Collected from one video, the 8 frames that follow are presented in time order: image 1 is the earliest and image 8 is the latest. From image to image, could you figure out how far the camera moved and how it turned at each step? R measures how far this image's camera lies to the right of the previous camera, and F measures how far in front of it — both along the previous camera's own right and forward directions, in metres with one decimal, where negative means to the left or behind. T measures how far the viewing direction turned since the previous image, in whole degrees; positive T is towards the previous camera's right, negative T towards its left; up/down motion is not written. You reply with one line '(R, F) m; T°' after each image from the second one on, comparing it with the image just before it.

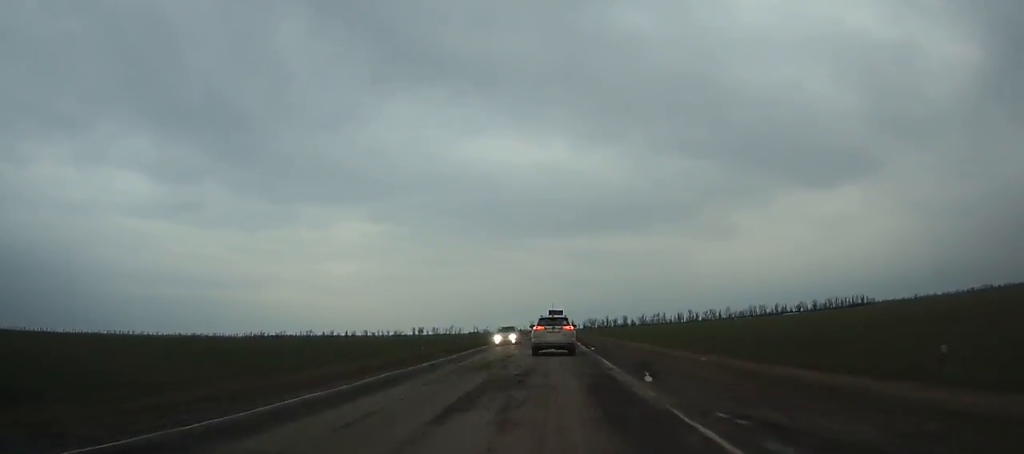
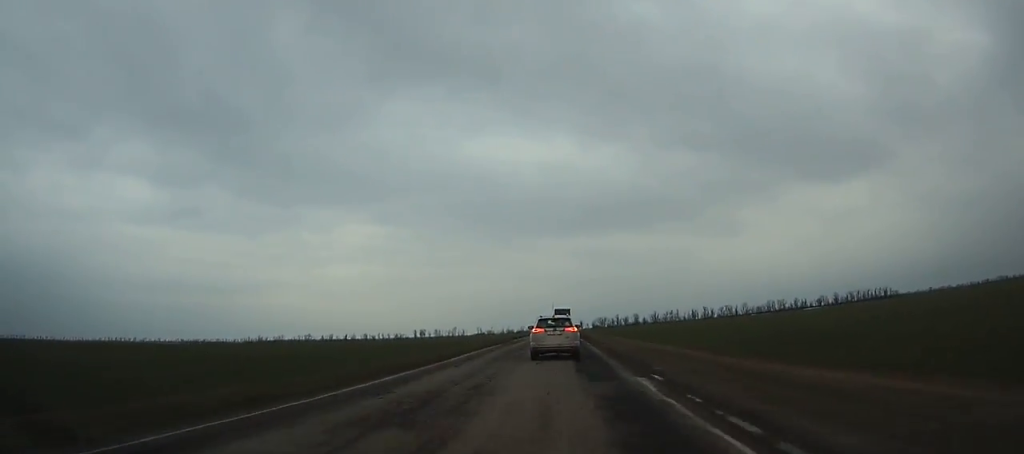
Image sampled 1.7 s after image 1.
(+0.2, +30.0) m; 0°
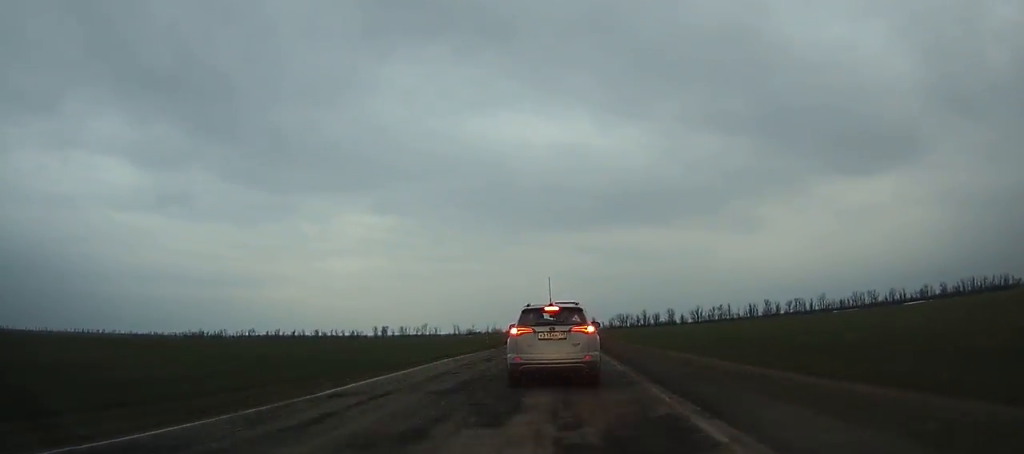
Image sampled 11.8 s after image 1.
(-1.6, +146.7) m; -1°
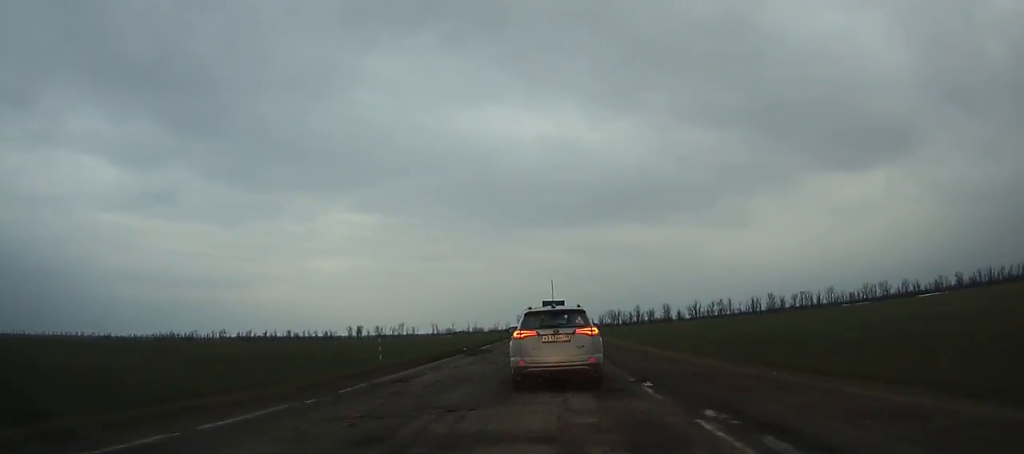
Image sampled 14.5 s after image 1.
(0.0, +31.6) m; 0°
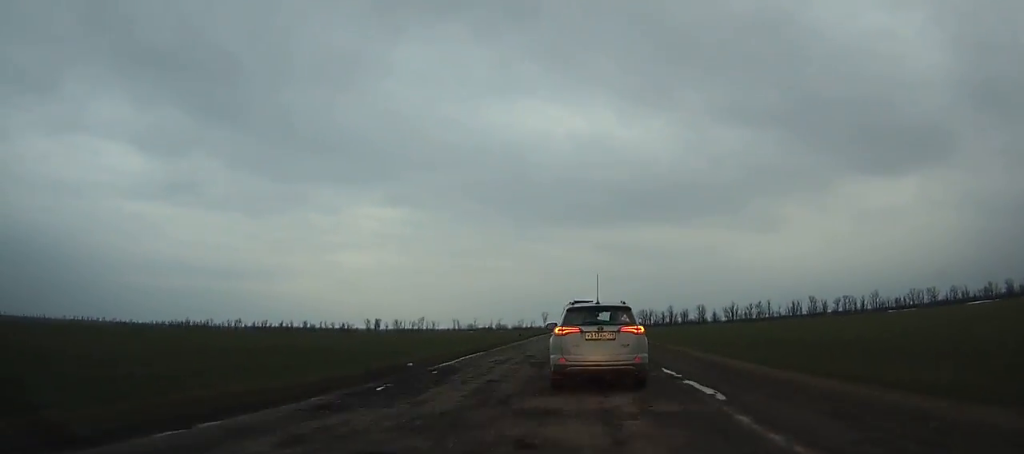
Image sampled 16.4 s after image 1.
(-0.1, +21.2) m; 0°
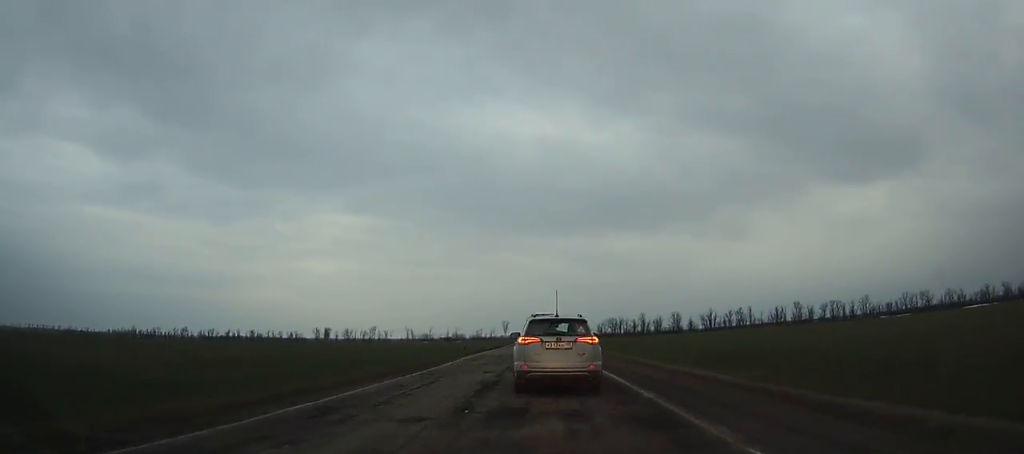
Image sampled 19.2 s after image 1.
(+0.2, +30.7) m; 0°
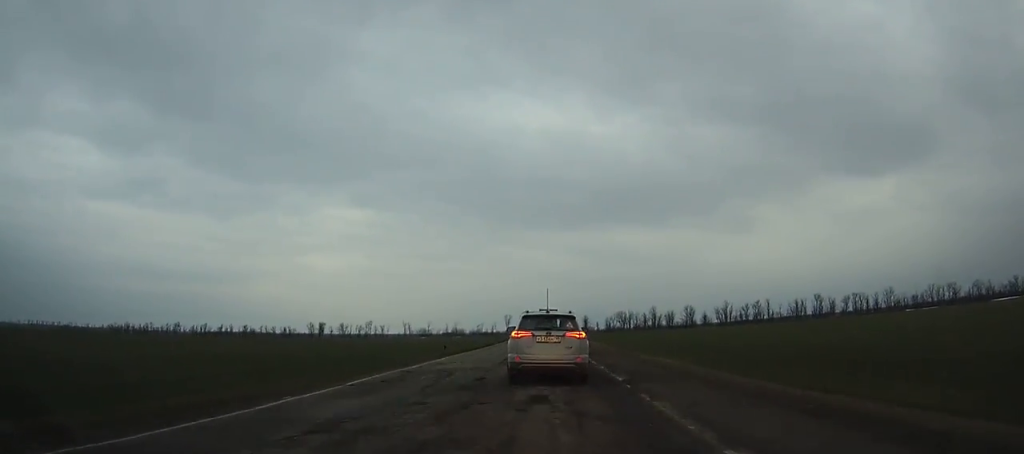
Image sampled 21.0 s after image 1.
(0.0, +20.3) m; 0°
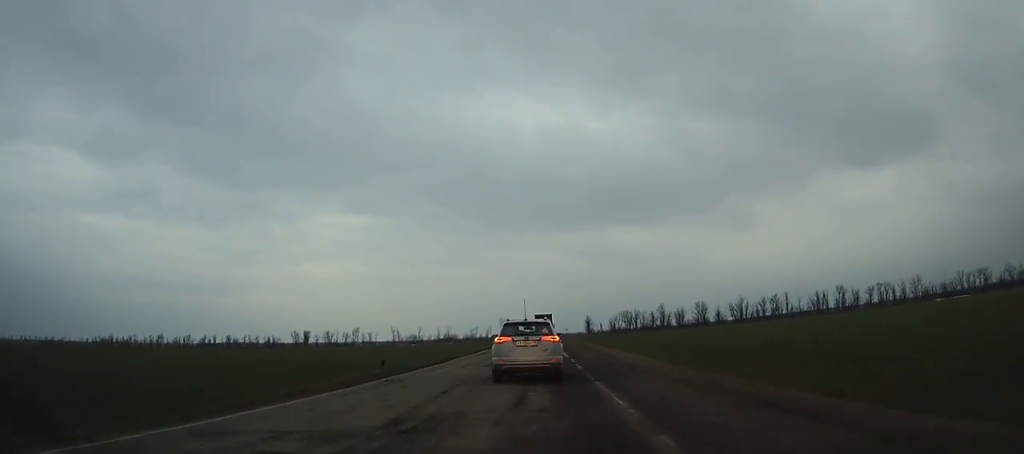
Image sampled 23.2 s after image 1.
(-0.1, +25.4) m; 0°
